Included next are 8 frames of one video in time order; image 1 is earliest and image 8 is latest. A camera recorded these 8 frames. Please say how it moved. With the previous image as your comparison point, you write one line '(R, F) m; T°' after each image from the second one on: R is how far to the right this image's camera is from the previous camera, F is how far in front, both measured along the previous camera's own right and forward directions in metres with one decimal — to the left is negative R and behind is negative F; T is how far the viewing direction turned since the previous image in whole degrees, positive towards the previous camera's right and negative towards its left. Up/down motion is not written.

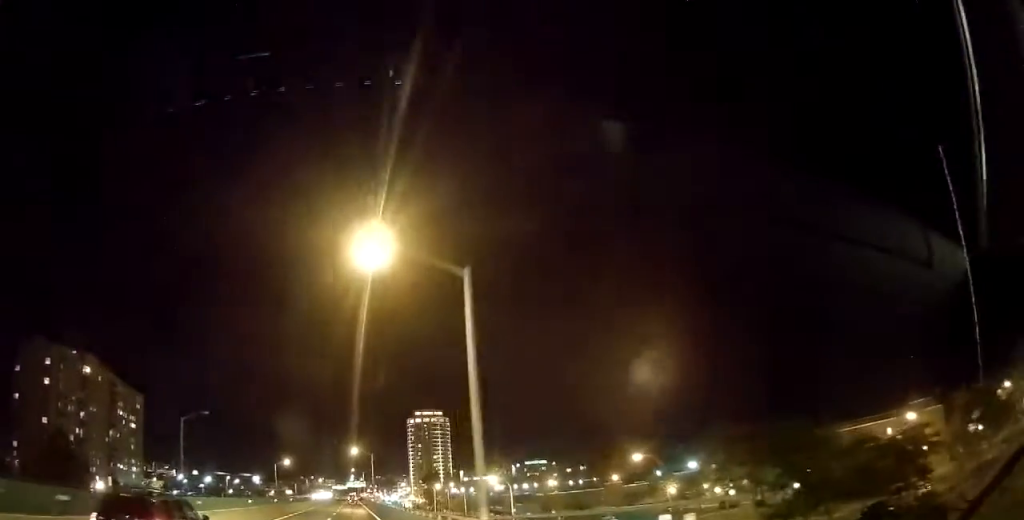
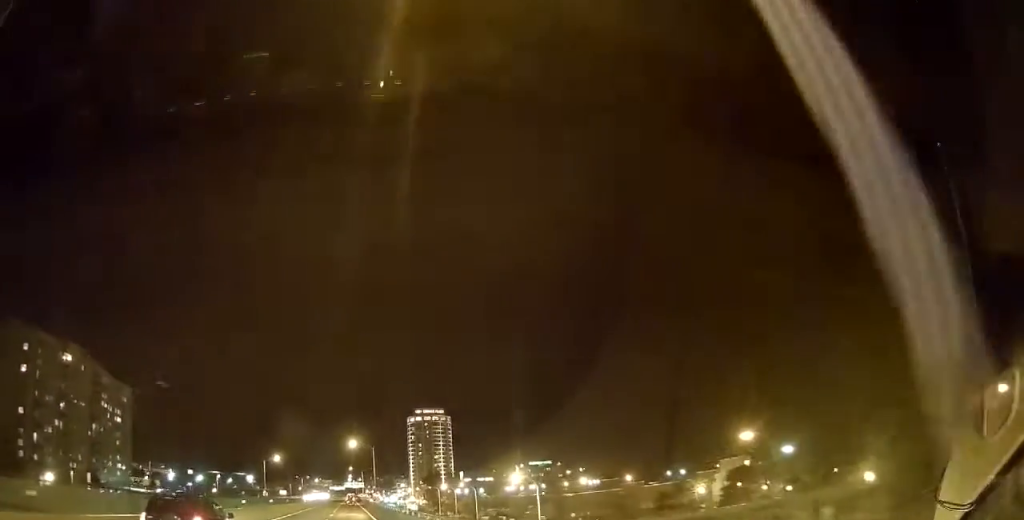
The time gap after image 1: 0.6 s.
(0.0, +13.5) m; 0°
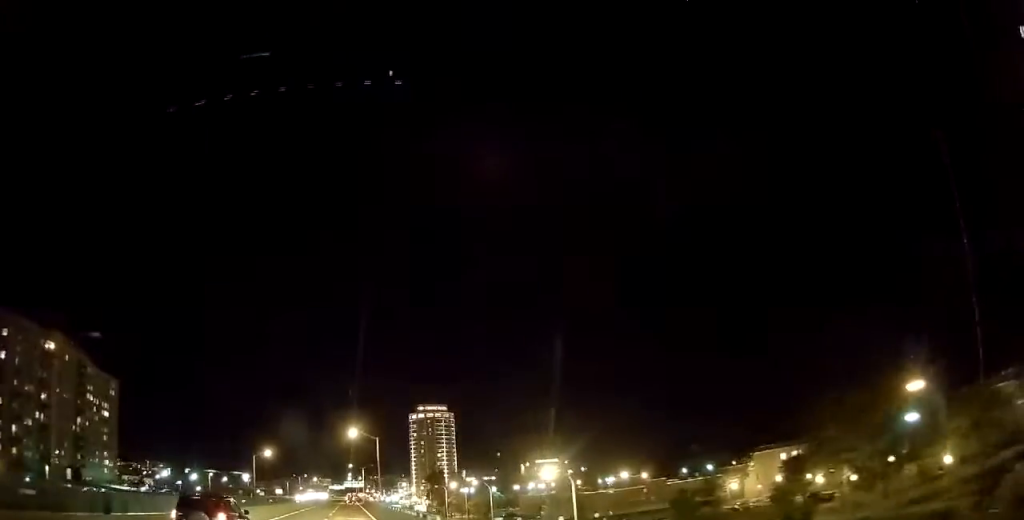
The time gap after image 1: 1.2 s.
(0.0, +11.8) m; 0°
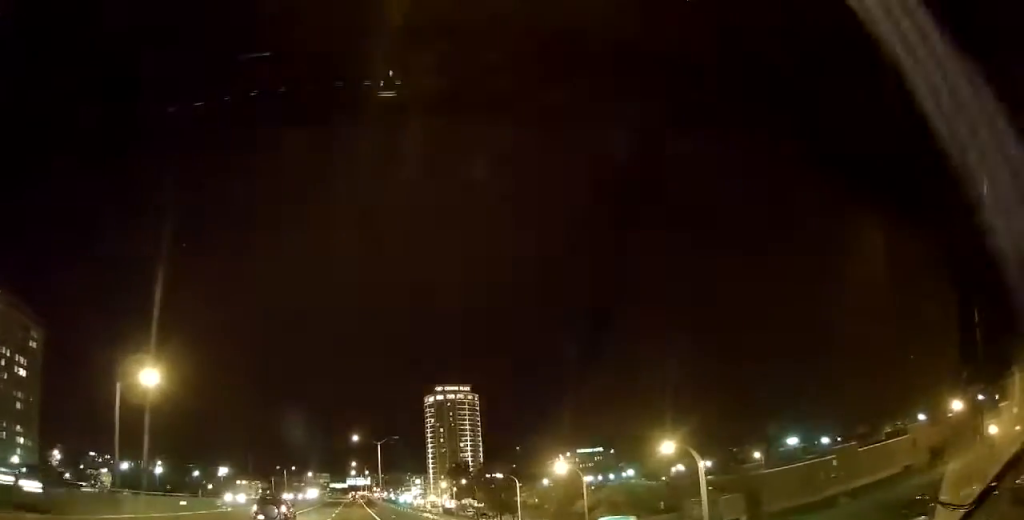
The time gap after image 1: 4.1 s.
(0.0, +58.6) m; 0°
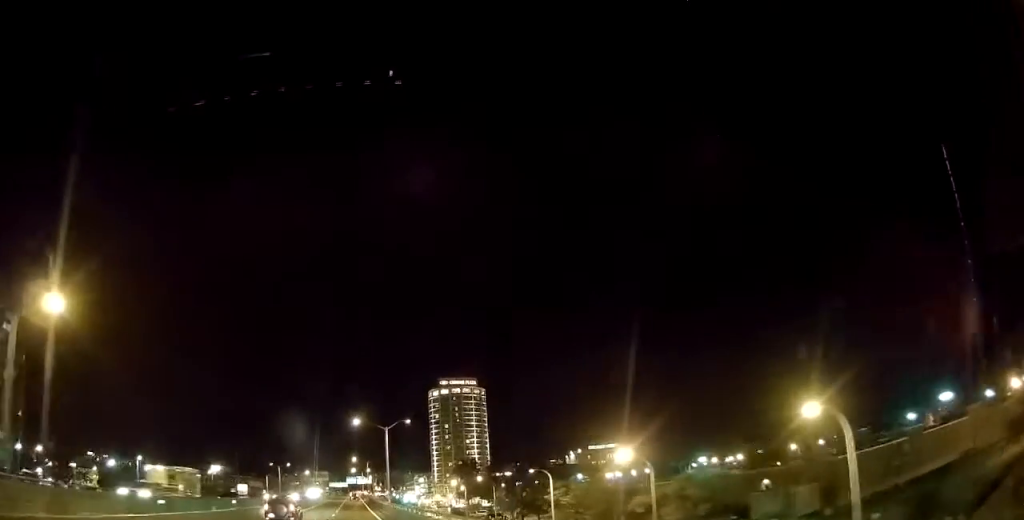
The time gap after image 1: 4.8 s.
(0.0, +14.8) m; 0°
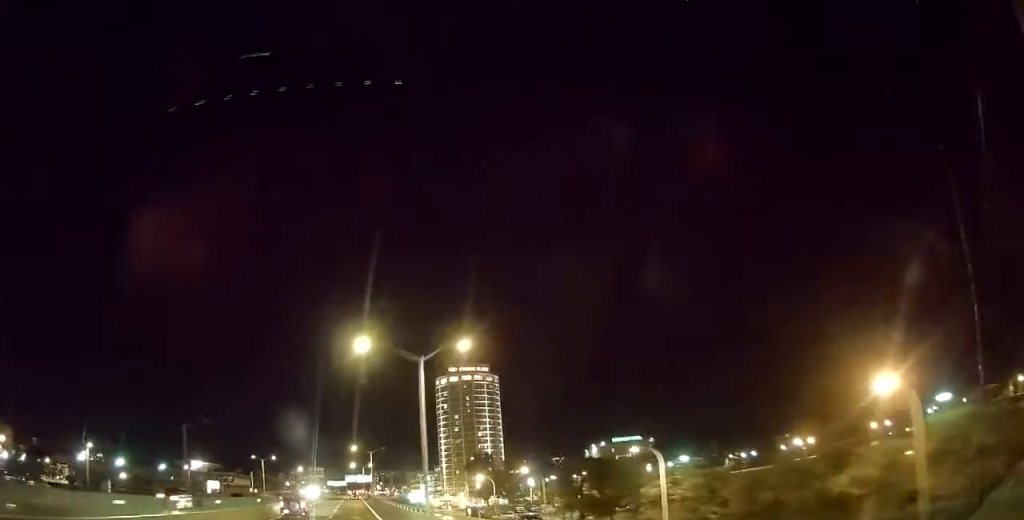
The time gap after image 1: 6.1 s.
(-0.2, +30.4) m; -1°
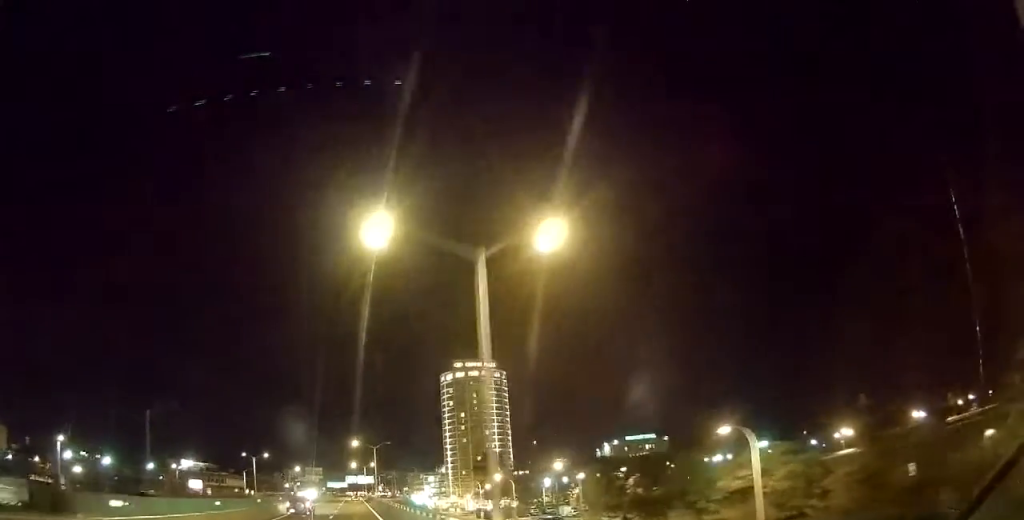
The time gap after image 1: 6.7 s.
(-0.1, +12.6) m; 0°
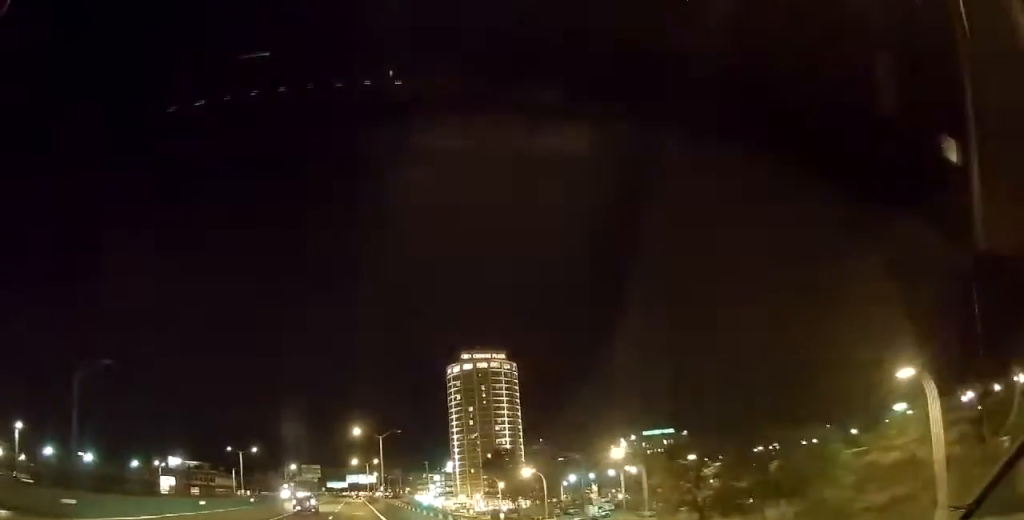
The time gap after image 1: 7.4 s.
(+0.1, +16.7) m; +1°
